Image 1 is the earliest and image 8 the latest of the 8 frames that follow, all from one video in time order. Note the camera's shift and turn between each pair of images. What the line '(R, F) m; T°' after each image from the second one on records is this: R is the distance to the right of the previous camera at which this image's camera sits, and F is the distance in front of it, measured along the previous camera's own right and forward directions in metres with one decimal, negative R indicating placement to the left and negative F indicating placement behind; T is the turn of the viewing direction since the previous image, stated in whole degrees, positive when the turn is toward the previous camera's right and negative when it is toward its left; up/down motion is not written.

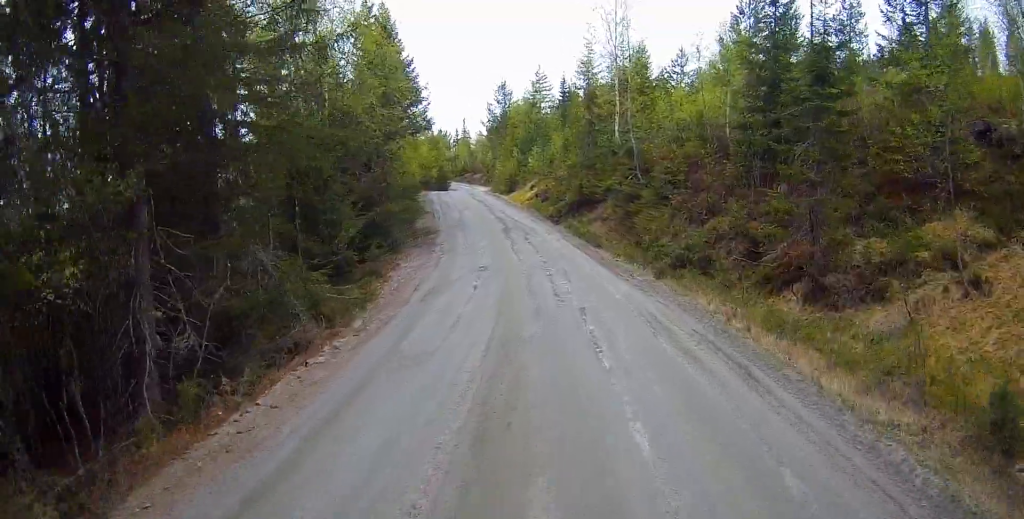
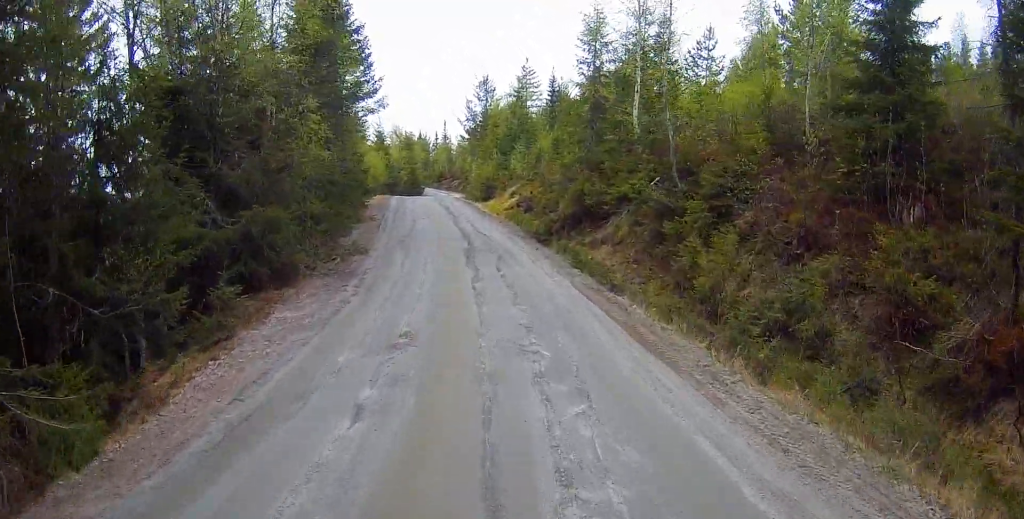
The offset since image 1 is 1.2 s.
(+0.4, +7.4) m; +2°
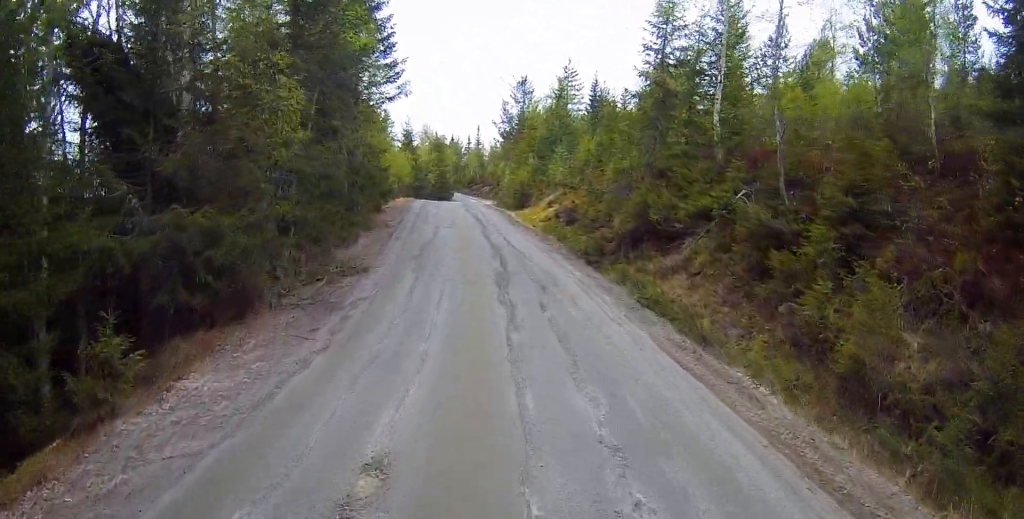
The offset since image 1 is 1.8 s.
(0.0, +3.7) m; -1°
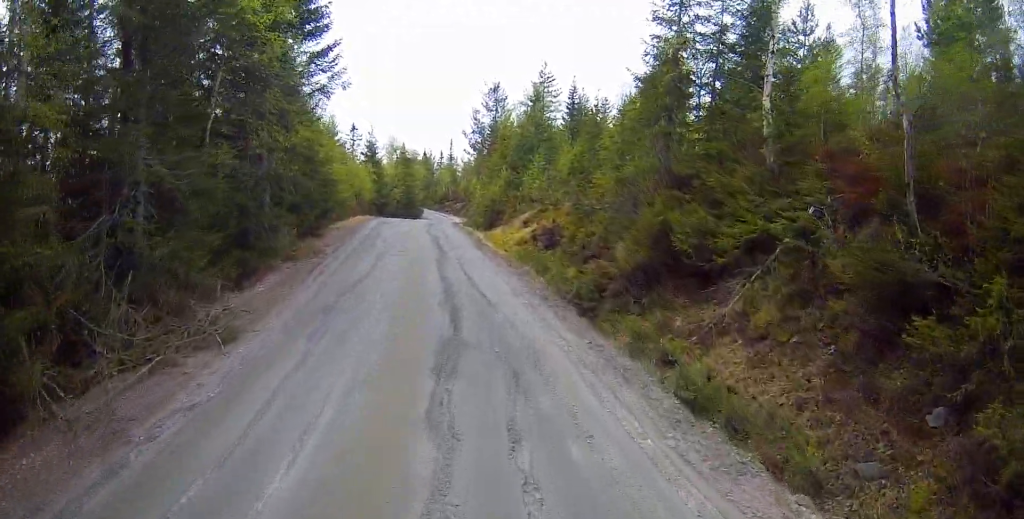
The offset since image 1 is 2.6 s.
(-0.2, +4.7) m; 0°
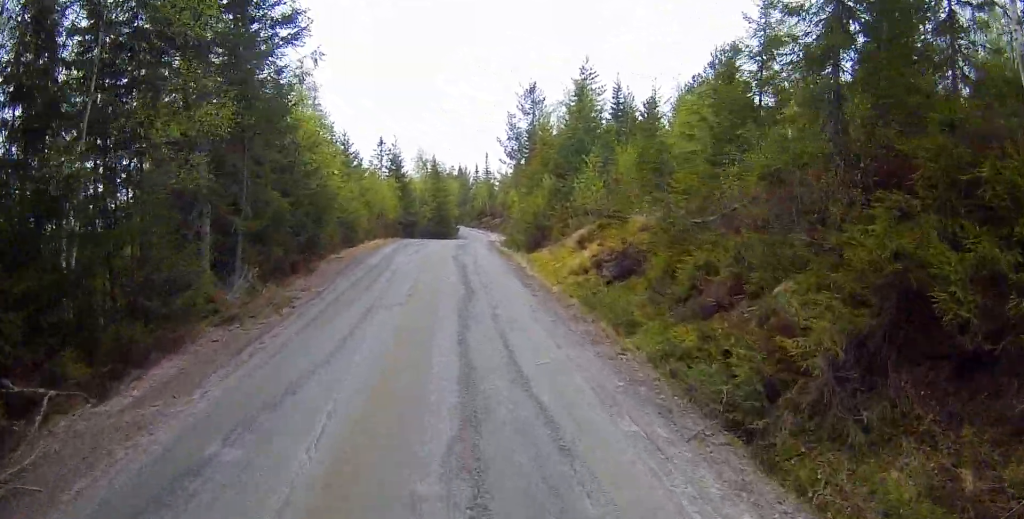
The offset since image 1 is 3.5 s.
(+0.1, +6.0) m; 0°
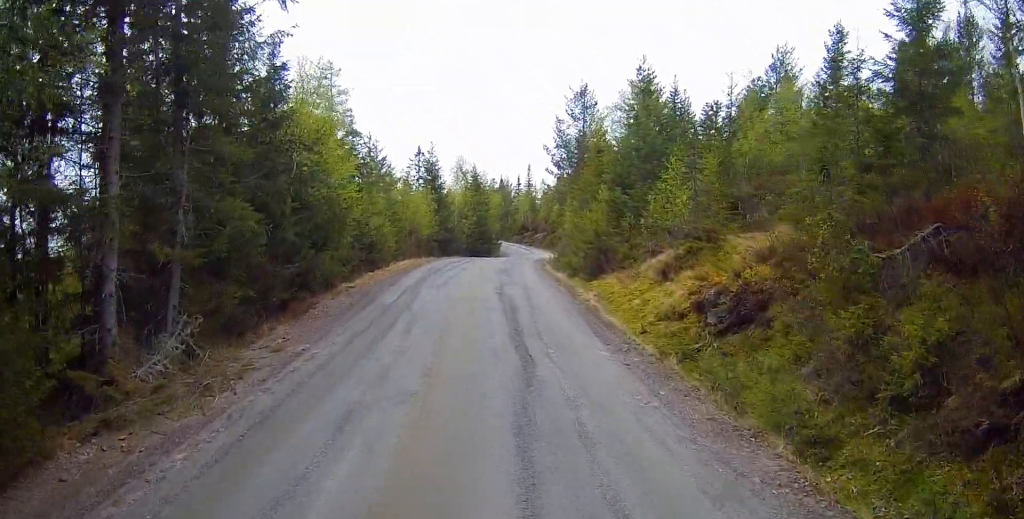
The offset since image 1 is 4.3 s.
(-0.1, +5.0) m; -1°
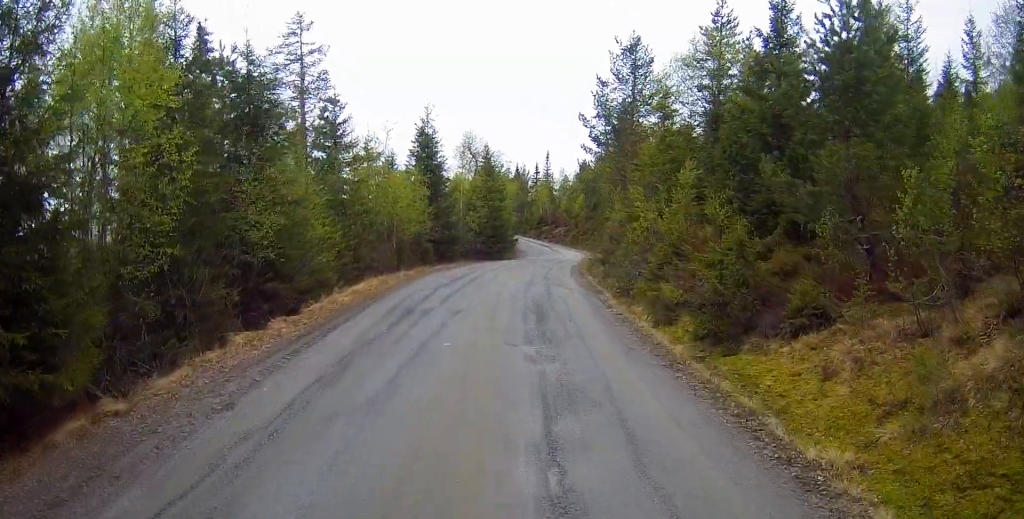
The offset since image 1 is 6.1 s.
(-0.2, +12.2) m; -1°
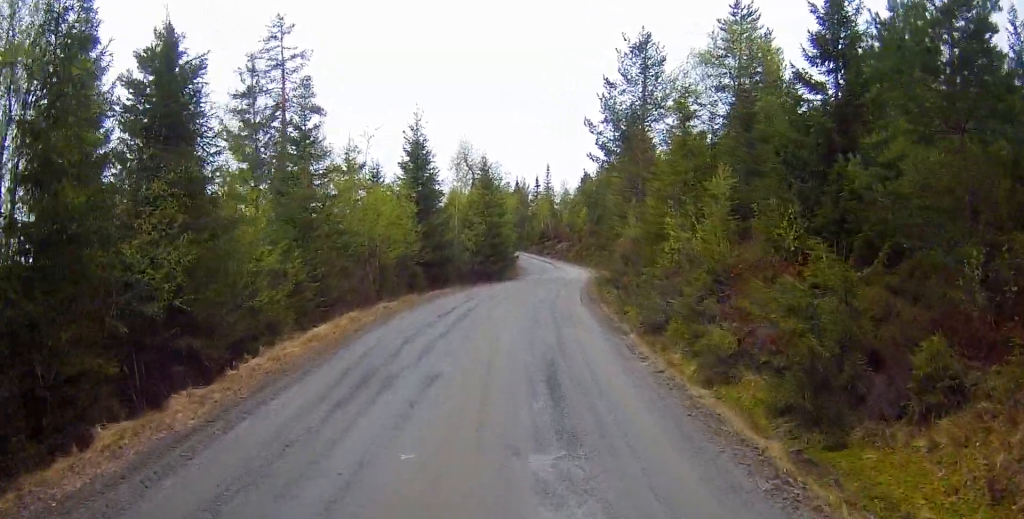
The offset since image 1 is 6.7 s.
(0.0, +3.5) m; 0°
